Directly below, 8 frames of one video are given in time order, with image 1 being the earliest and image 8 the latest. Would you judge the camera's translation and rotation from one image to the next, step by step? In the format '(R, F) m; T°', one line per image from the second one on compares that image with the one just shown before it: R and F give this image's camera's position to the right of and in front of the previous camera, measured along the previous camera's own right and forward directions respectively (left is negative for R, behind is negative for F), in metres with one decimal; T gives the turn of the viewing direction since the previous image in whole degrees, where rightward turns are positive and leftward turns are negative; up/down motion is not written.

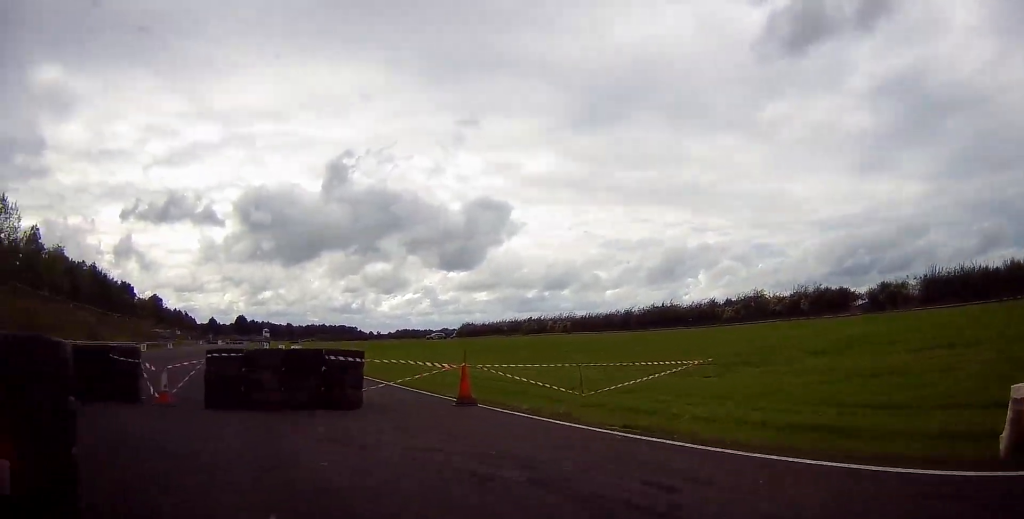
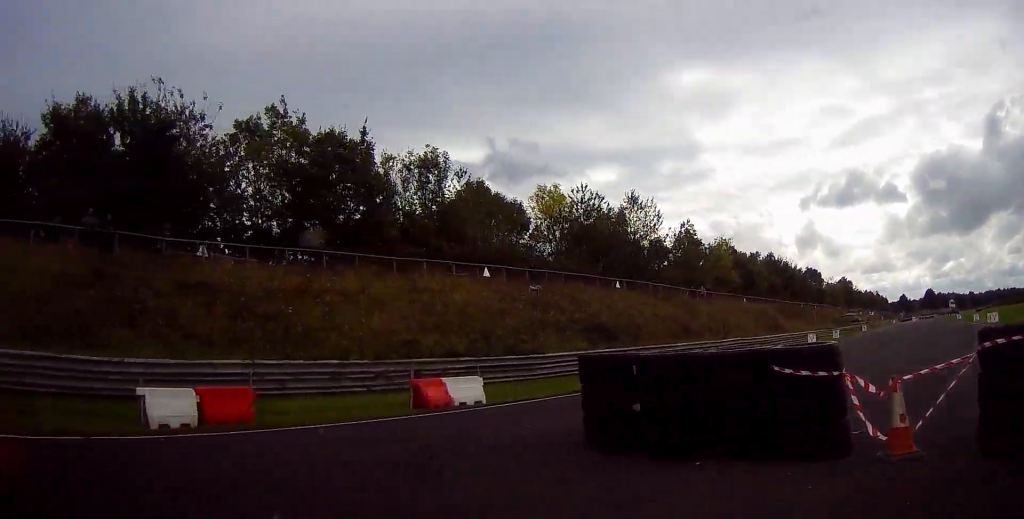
(-2.2, +5.4) m; -44°
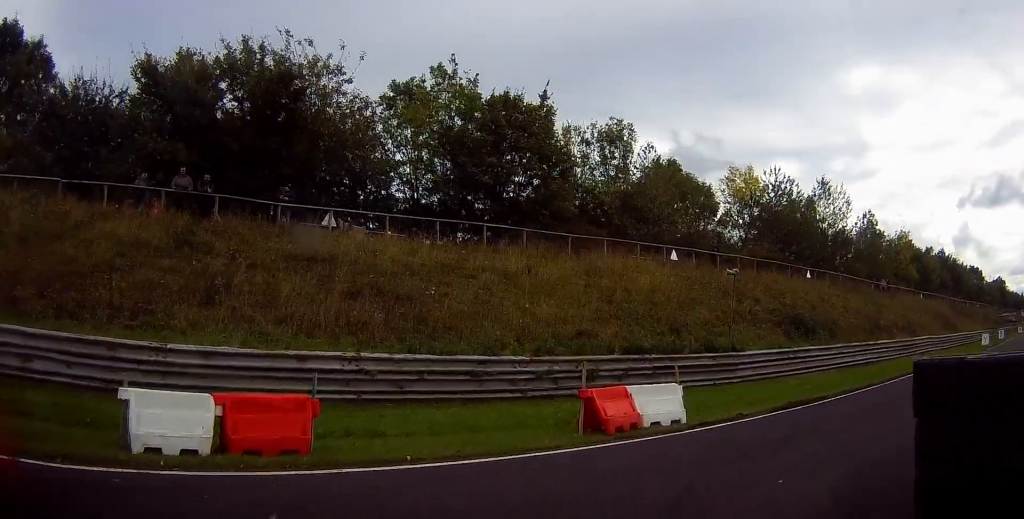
(-0.9, +3.8) m; -2°
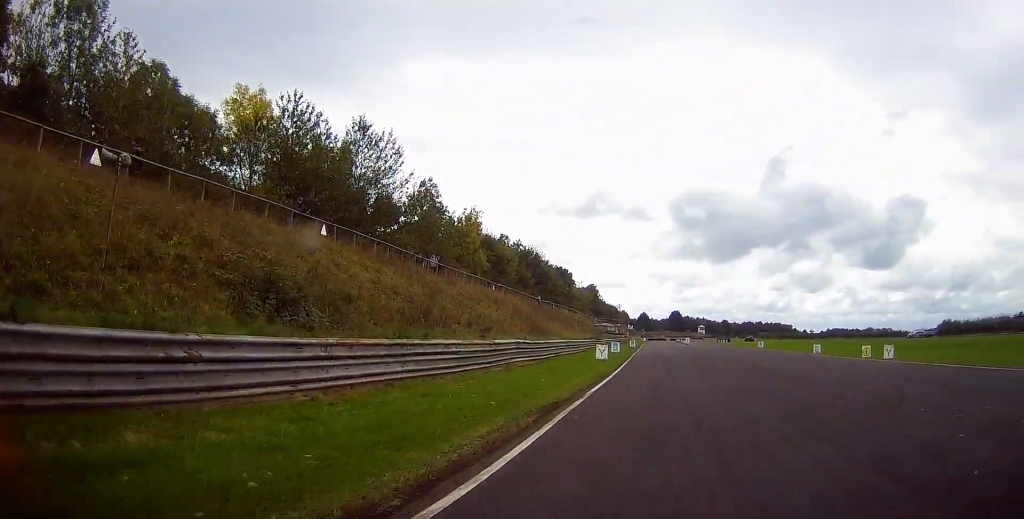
(+1.3, +11.0) m; +19°
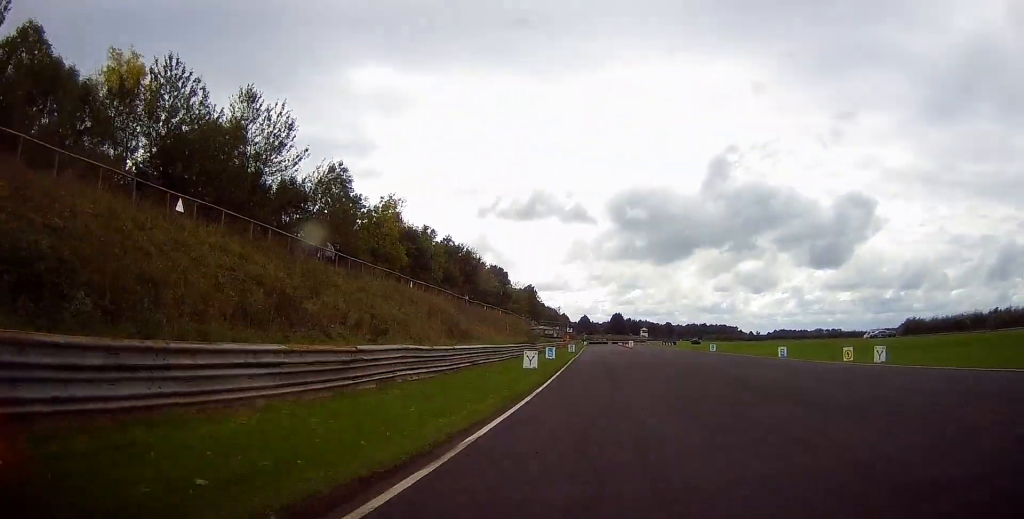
(+0.5, +6.0) m; +6°
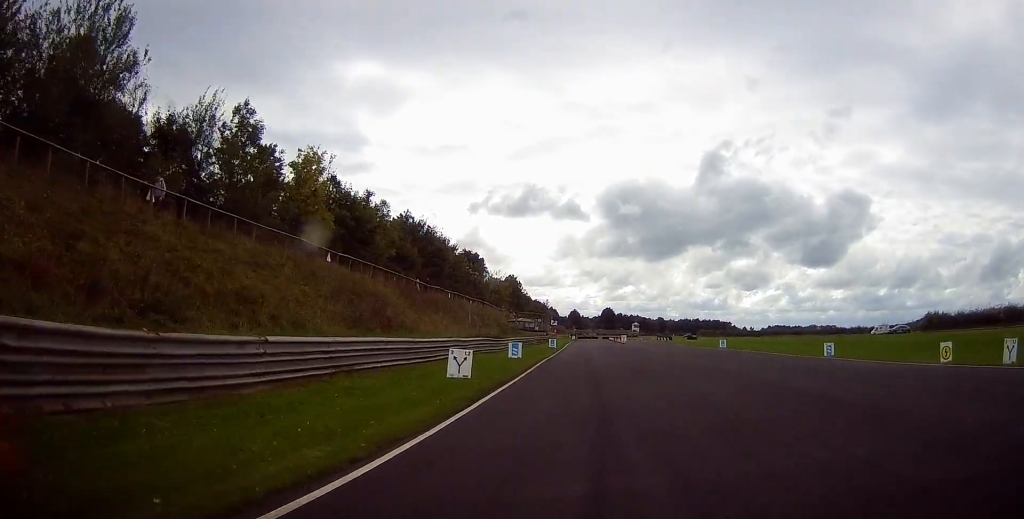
(+0.5, +12.1) m; +3°
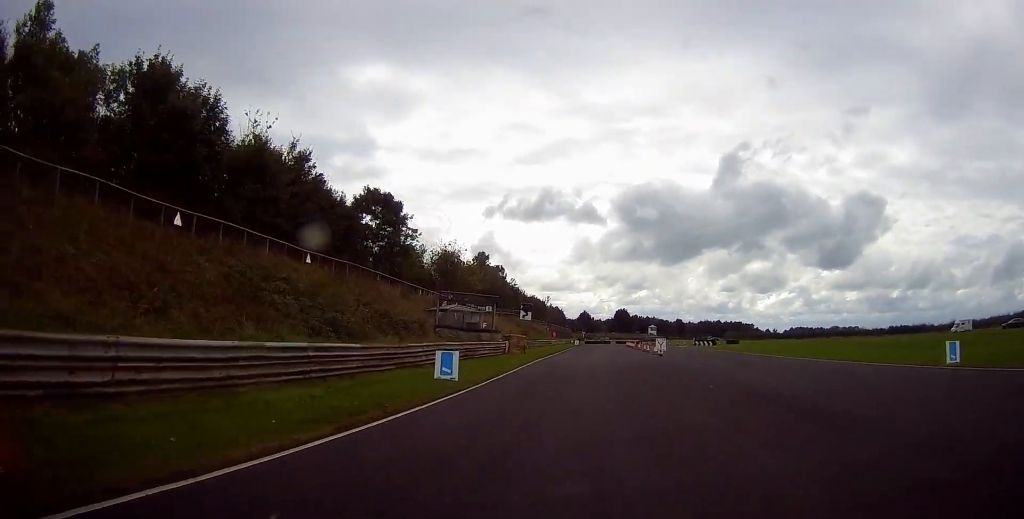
(+0.3, +40.7) m; 0°
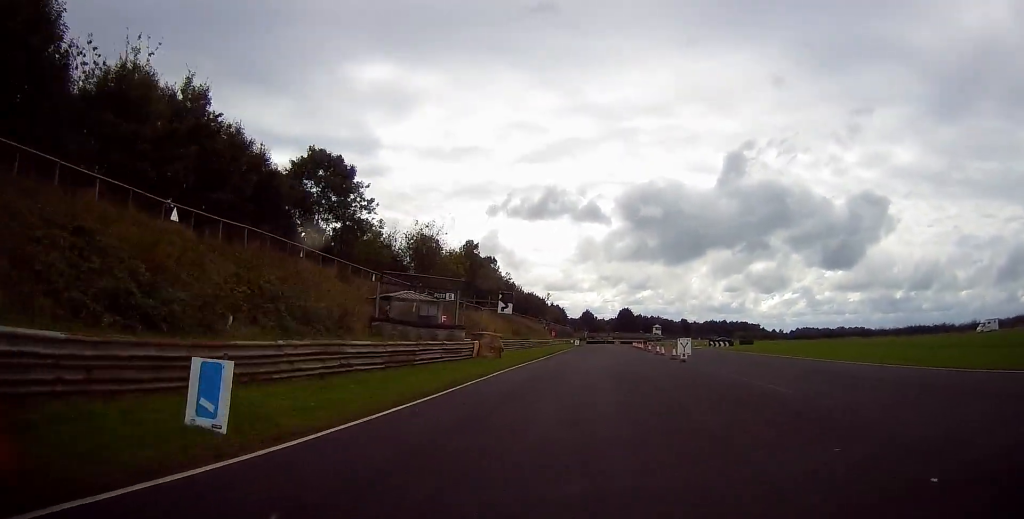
(0.0, +10.6) m; 0°
